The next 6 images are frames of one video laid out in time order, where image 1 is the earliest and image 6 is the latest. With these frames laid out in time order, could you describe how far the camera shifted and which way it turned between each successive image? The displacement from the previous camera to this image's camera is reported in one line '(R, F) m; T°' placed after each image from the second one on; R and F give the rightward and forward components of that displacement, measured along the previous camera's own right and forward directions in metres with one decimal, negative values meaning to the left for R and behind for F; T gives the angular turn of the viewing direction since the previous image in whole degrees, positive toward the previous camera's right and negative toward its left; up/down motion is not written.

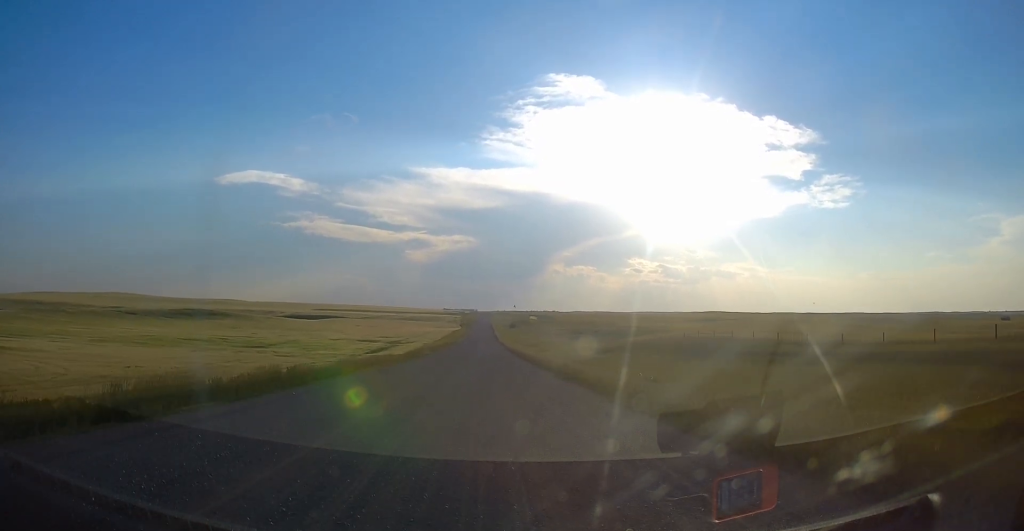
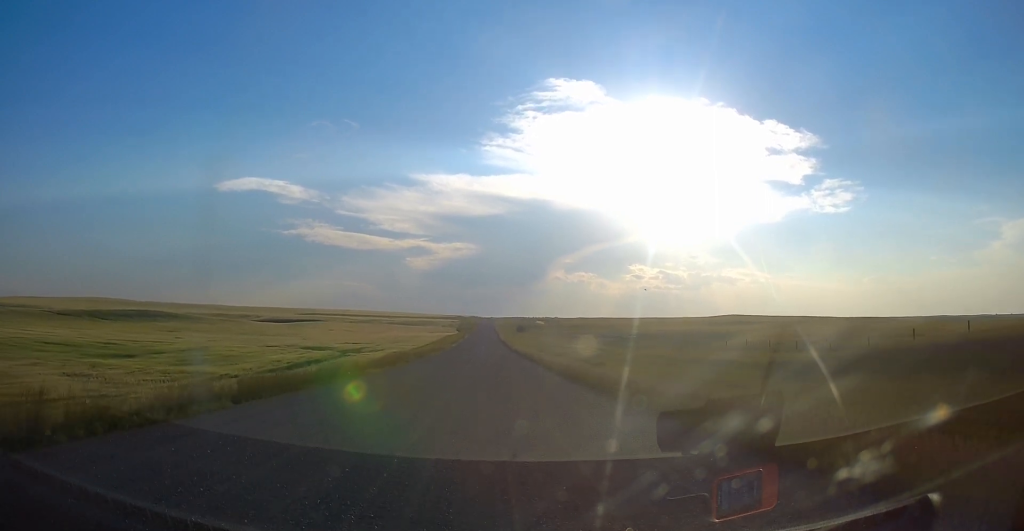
(+0.9, +63.5) m; +1°
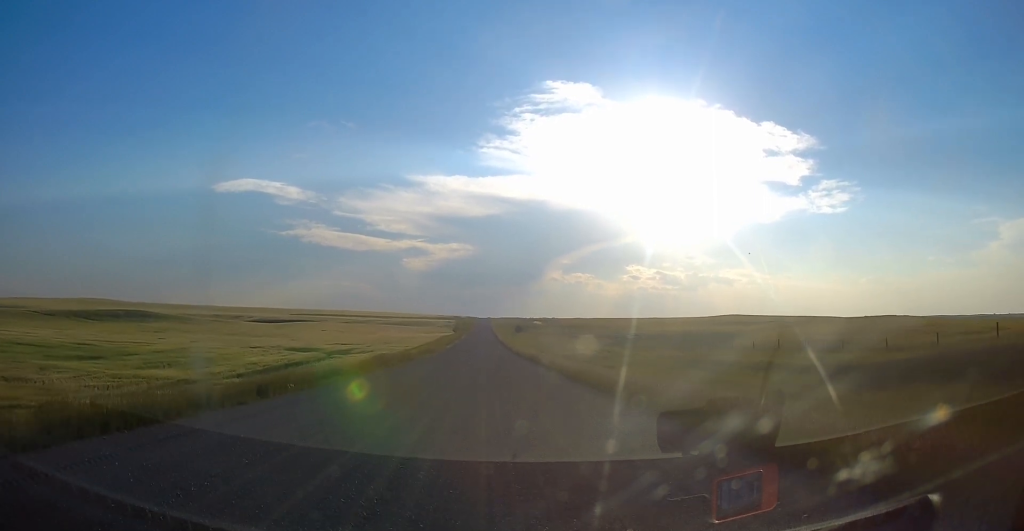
(-0.1, +8.8) m; -1°
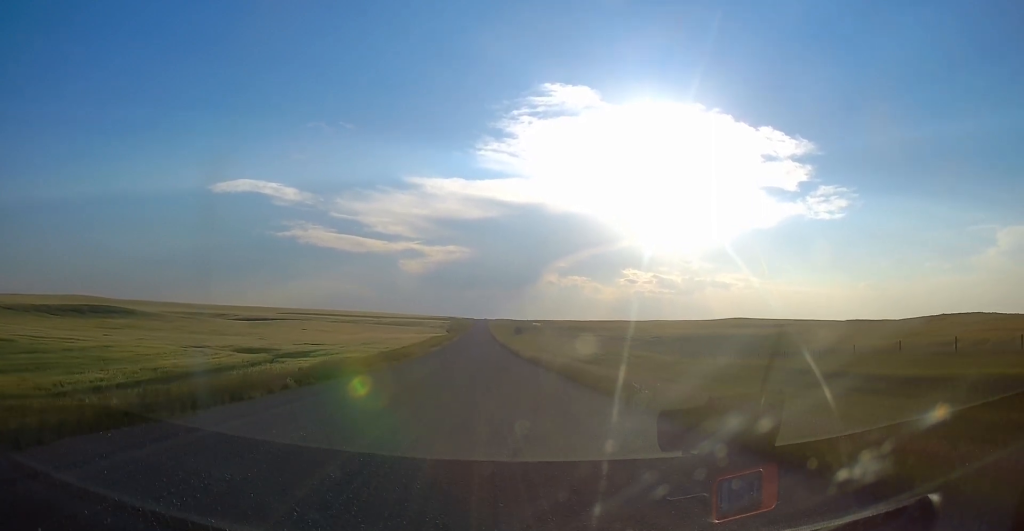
(0.0, +26.6) m; 0°
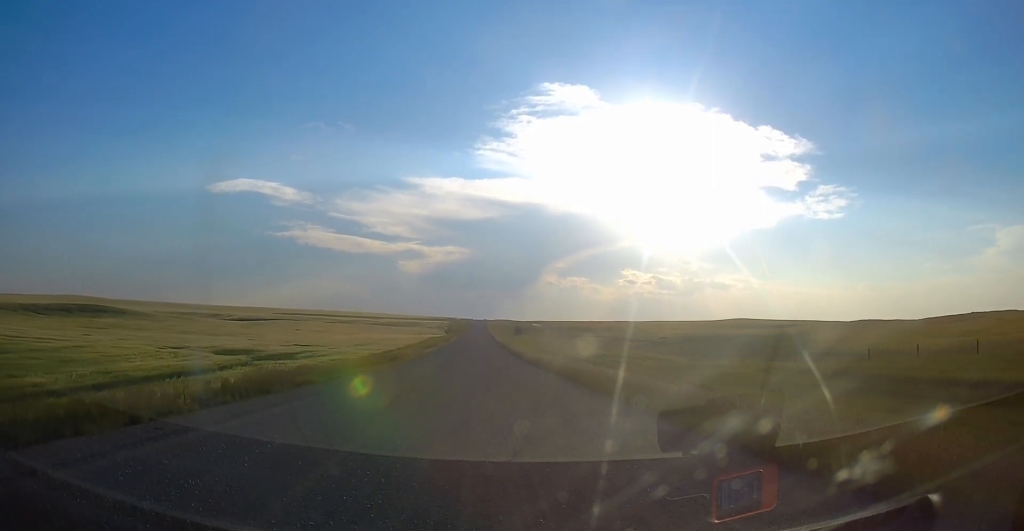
(0.0, +8.4) m; 0°
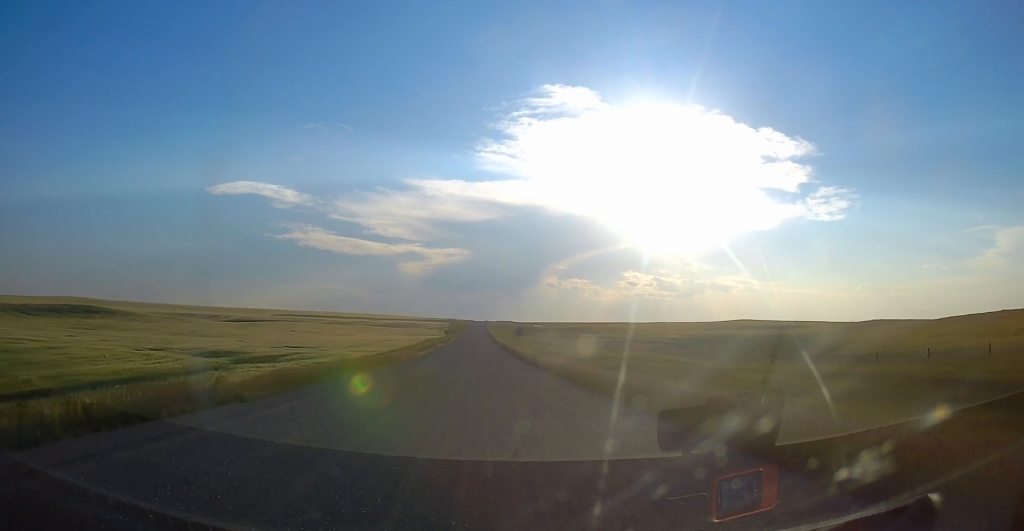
(0.0, +7.2) m; 0°
